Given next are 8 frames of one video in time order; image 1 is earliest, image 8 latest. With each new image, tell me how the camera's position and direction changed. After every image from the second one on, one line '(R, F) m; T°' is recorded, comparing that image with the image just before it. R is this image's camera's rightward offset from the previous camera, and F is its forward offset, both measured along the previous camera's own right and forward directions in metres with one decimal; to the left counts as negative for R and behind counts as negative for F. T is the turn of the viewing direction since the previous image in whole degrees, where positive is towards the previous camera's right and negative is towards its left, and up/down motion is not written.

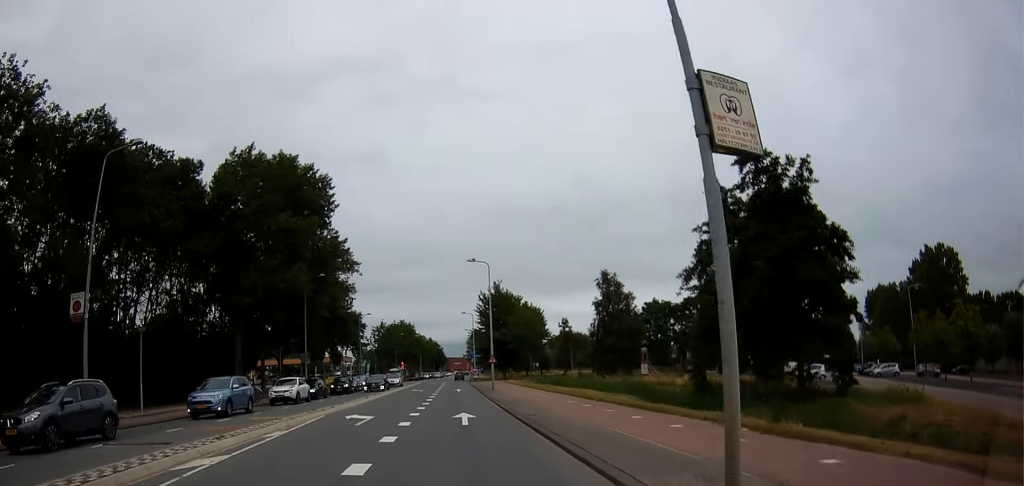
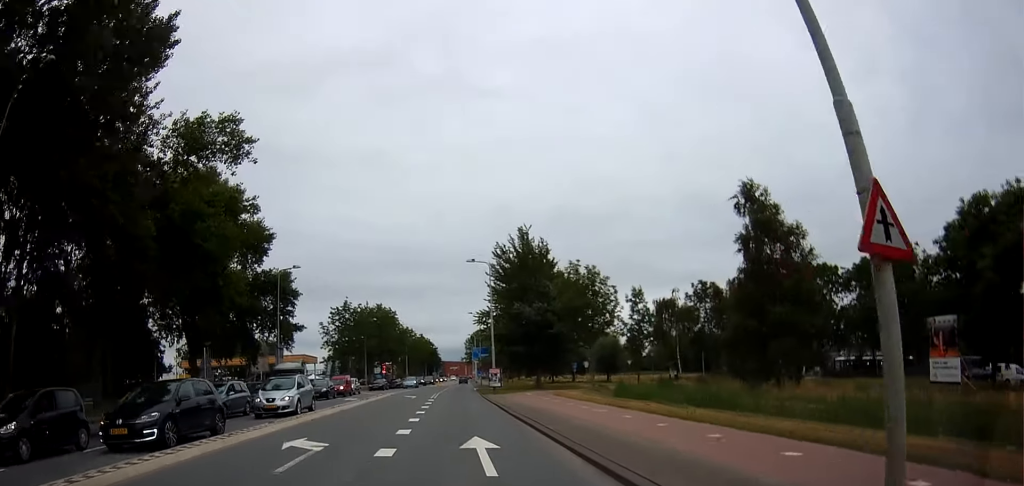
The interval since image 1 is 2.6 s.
(+0.2, +38.2) m; 0°
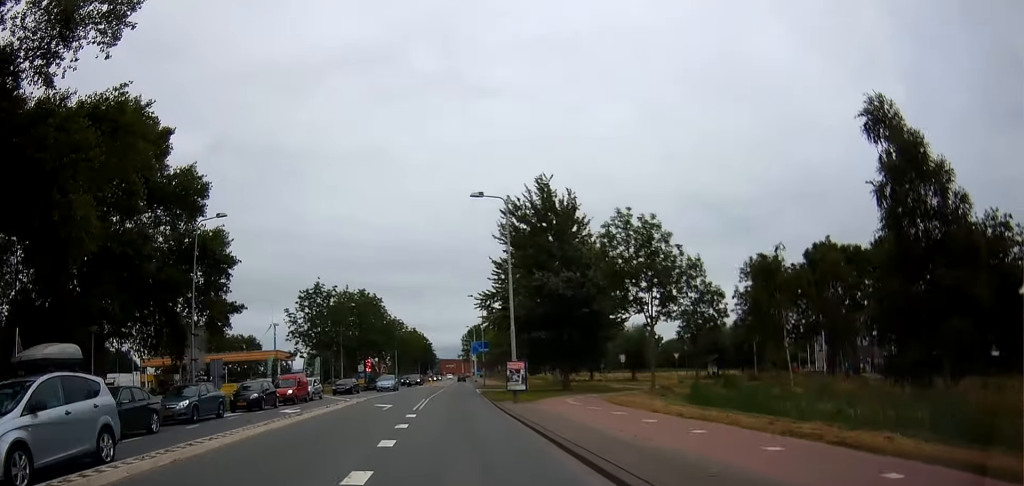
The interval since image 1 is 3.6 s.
(0.0, +14.6) m; -2°
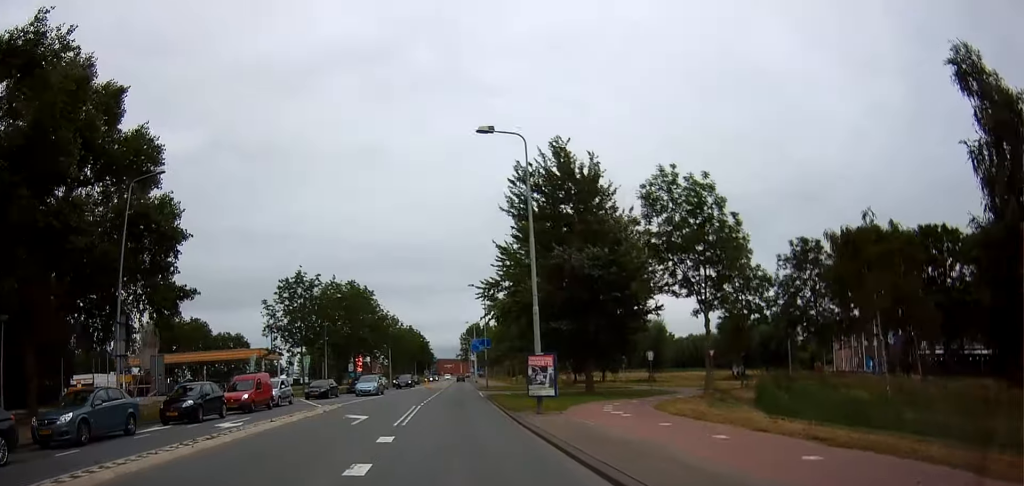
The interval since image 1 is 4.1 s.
(-0.1, +7.3) m; +1°
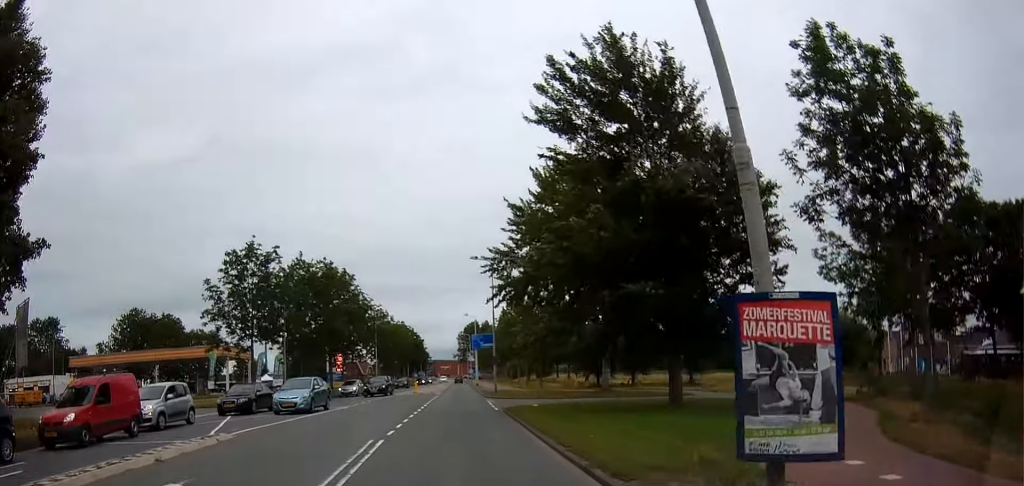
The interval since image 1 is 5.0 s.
(-0.1, +13.3) m; +2°
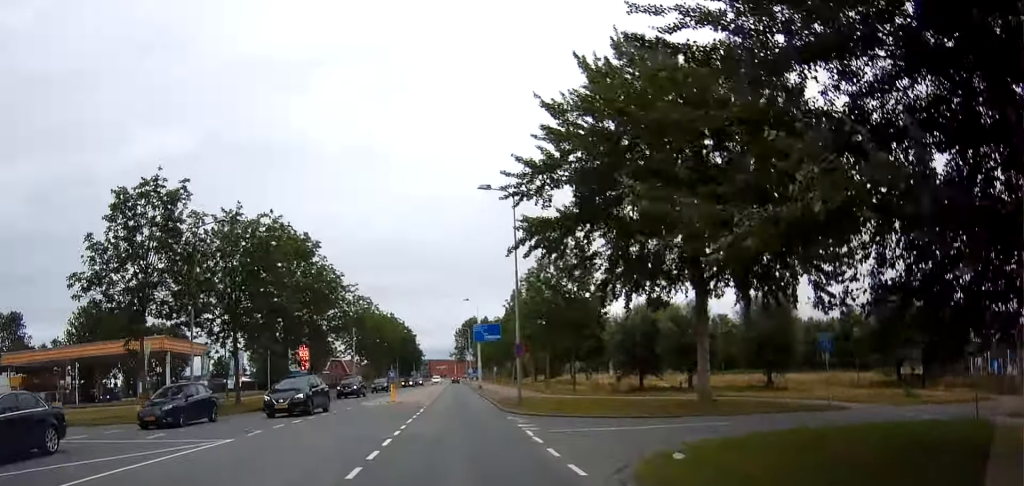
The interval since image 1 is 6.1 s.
(+0.5, +15.7) m; 0°
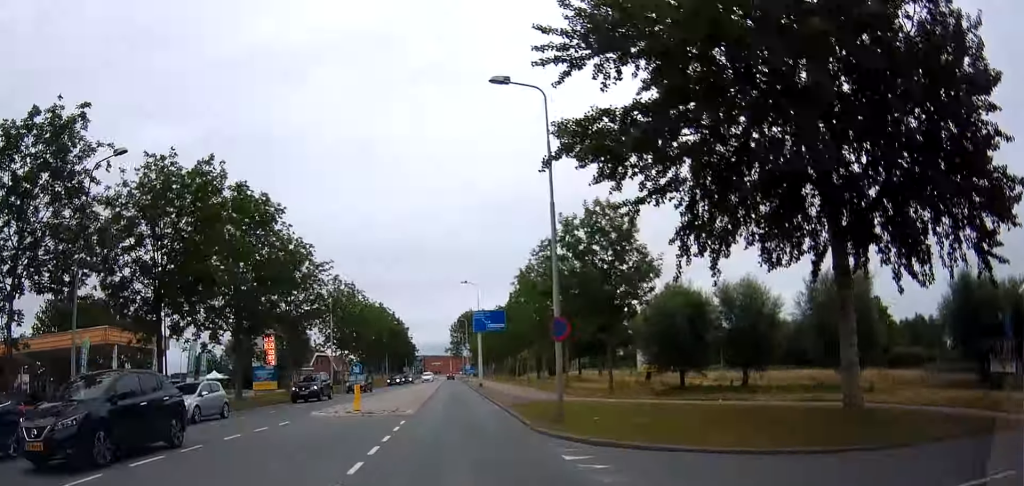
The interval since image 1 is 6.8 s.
(-0.7, +9.9) m; +1°
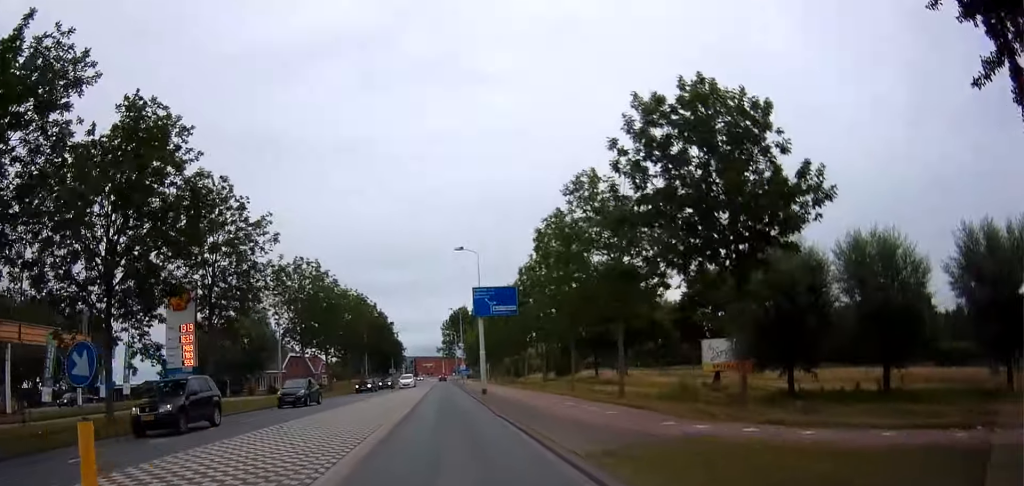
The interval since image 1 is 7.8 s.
(+1.2, +14.4) m; +2°
